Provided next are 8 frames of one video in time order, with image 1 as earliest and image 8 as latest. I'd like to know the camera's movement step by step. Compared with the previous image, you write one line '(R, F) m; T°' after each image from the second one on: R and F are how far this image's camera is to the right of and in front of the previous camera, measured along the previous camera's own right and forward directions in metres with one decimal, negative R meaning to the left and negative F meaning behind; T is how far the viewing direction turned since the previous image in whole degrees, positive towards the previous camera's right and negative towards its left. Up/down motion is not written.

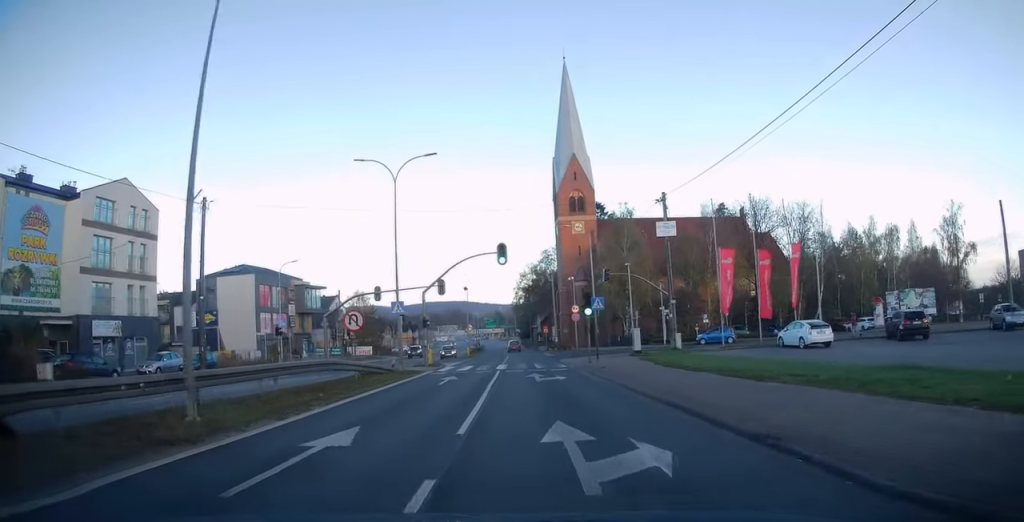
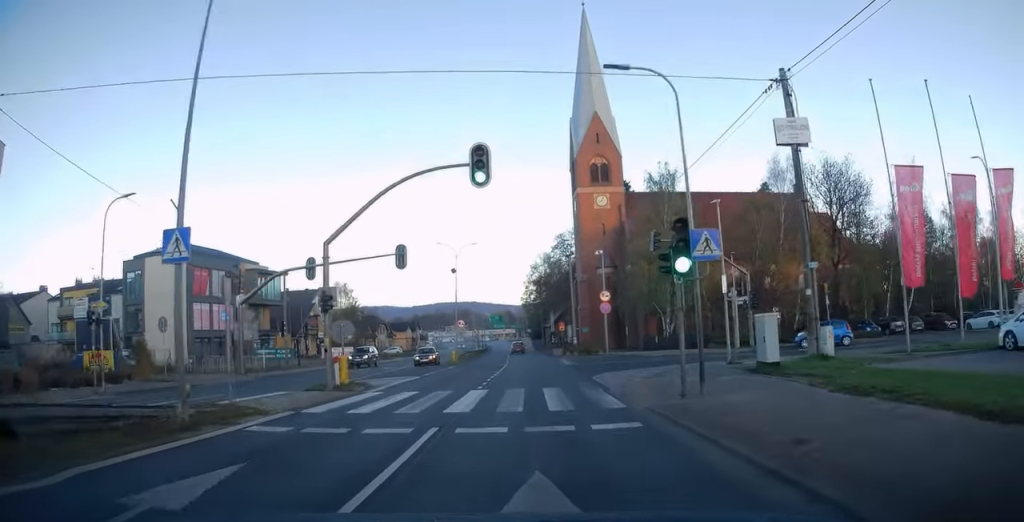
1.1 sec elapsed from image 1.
(-0.2, +18.6) m; -1°
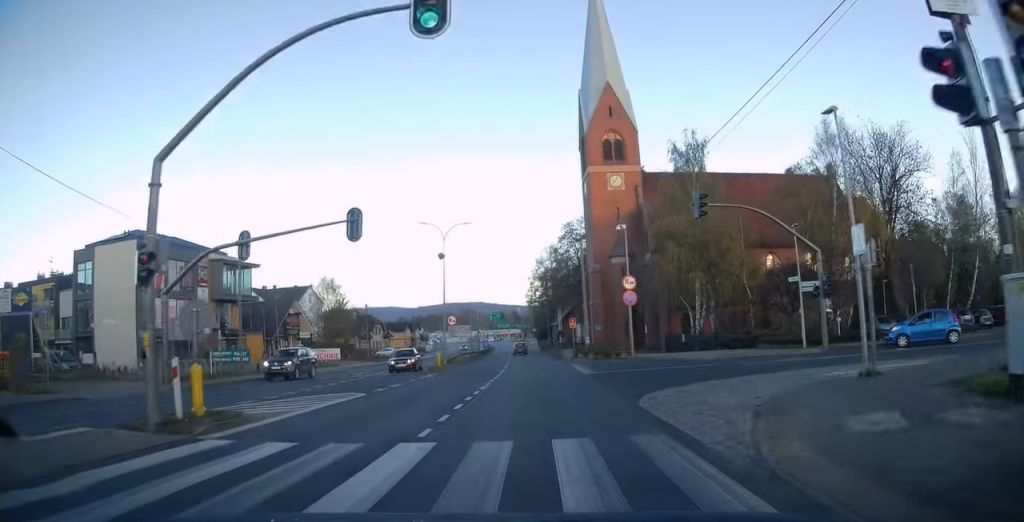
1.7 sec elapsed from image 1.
(-0.2, +9.3) m; -1°
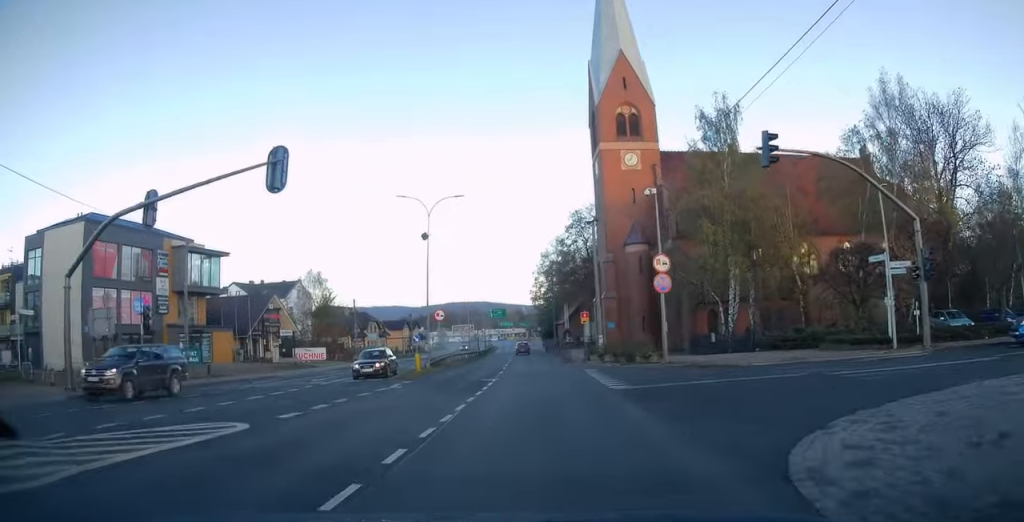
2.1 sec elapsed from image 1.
(0.0, +7.8) m; 0°
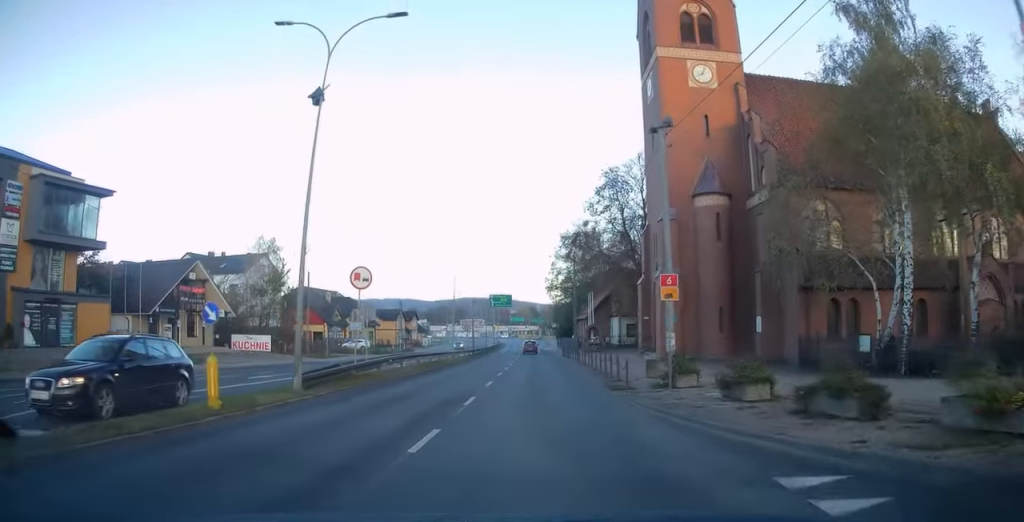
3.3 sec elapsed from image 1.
(-0.1, +20.6) m; -1°
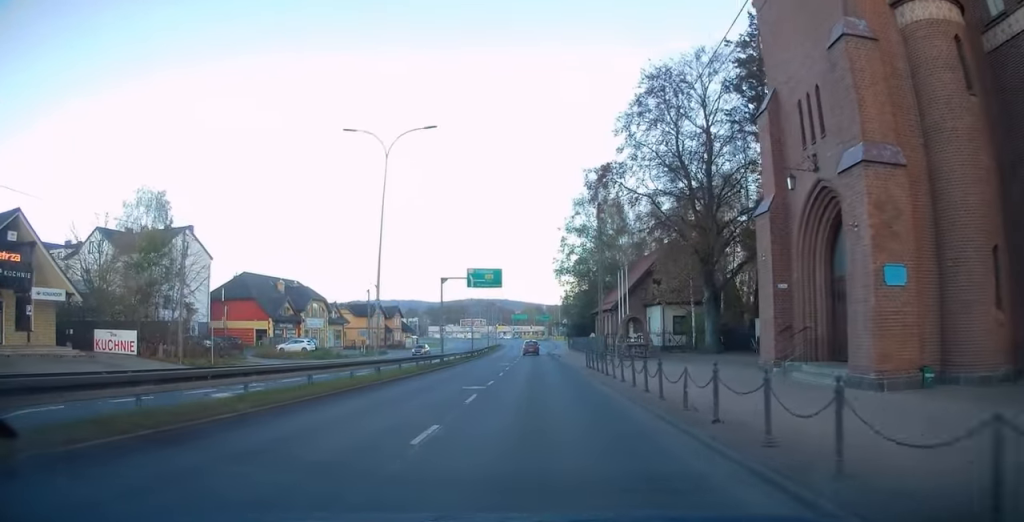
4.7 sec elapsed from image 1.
(-0.3, +23.1) m; -1°
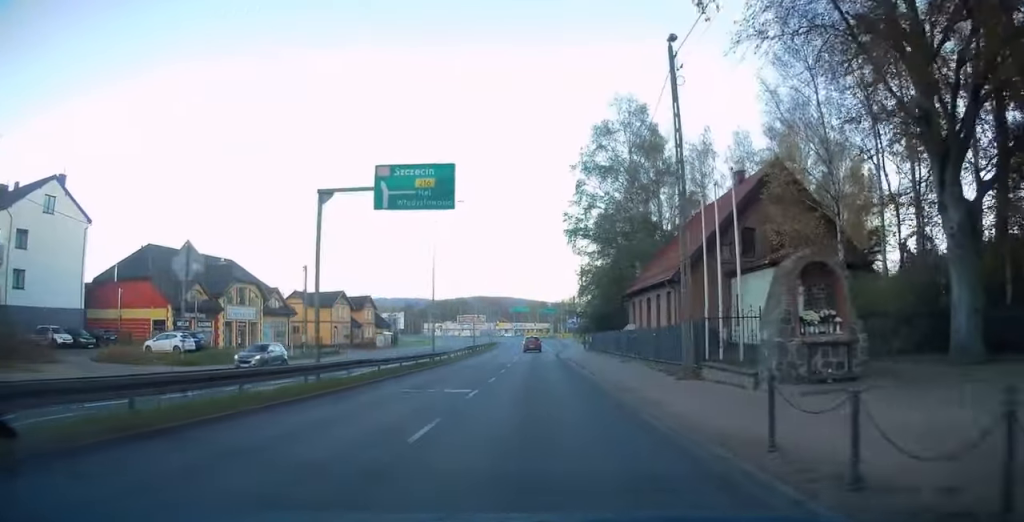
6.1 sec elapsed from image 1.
(-0.2, +23.9) m; 0°
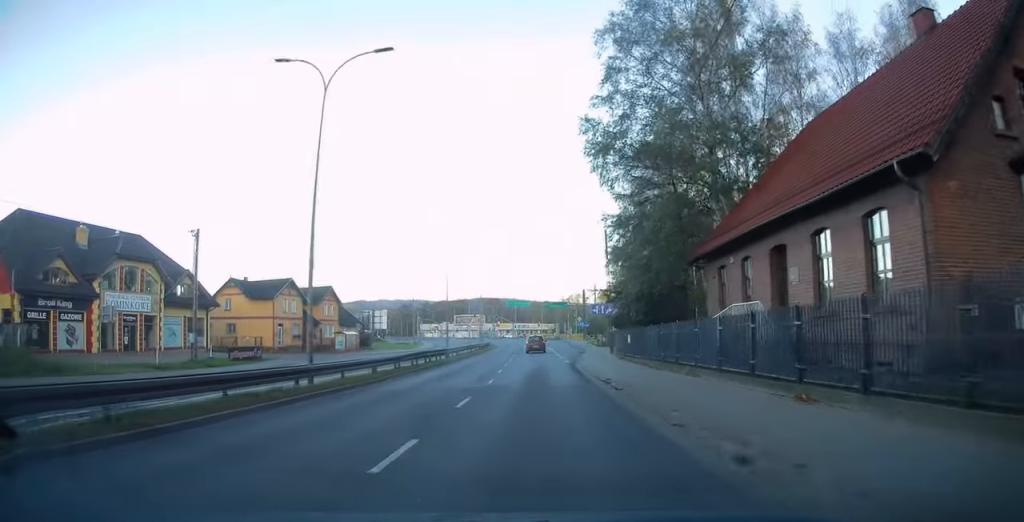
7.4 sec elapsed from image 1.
(0.0, +20.8) m; 0°
